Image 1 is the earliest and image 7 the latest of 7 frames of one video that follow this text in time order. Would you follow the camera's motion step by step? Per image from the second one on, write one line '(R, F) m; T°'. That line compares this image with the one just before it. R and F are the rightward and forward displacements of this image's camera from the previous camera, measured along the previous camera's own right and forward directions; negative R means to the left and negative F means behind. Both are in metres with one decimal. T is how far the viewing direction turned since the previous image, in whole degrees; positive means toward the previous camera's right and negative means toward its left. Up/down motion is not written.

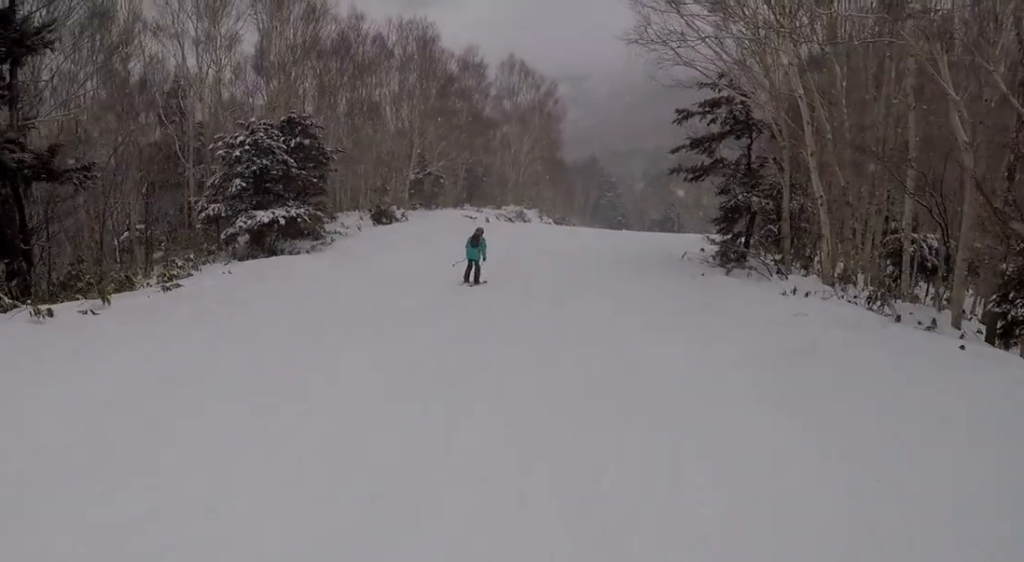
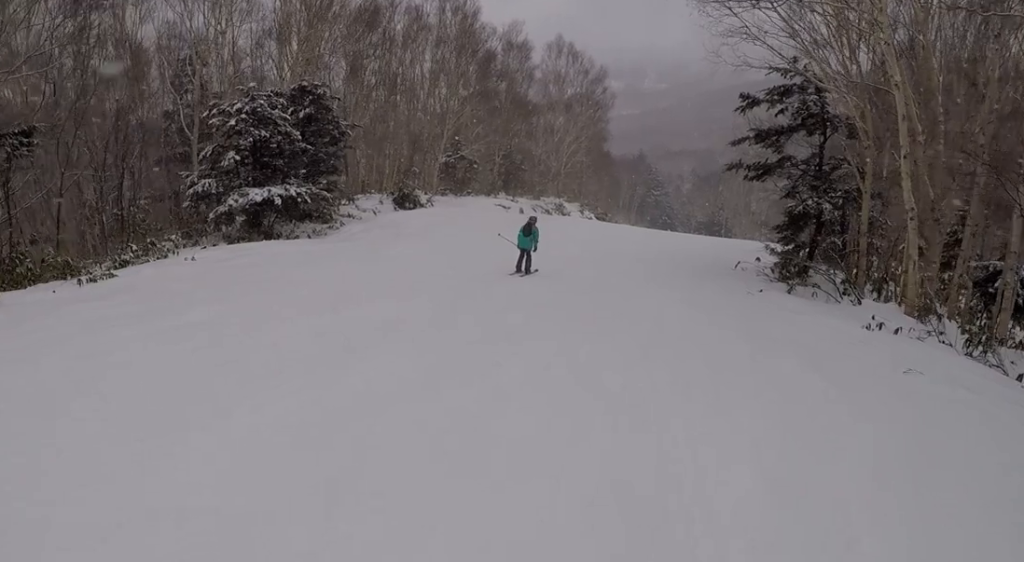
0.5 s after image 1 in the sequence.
(-0.3, +3.4) m; -4°
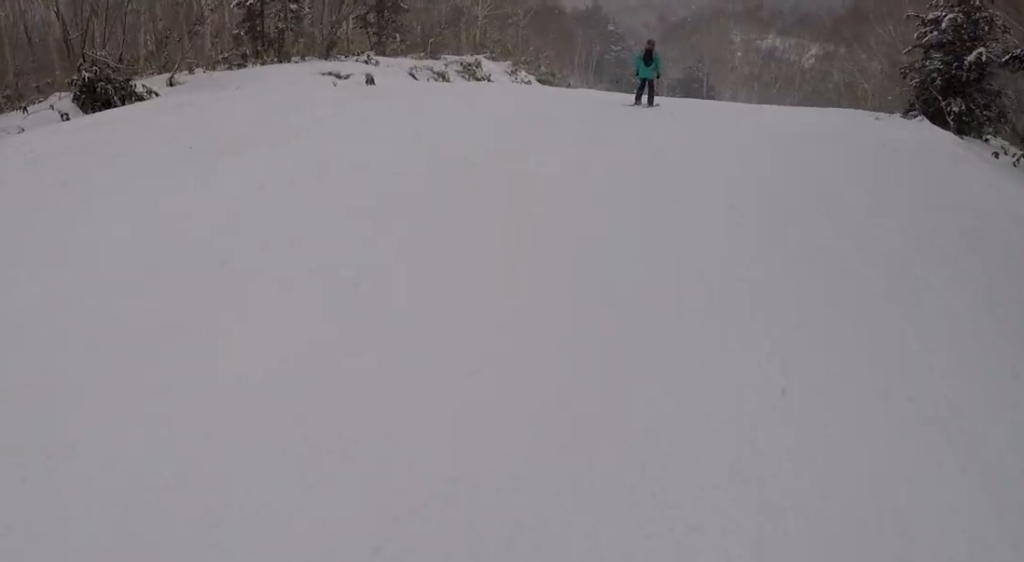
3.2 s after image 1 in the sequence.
(+1.1, +20.5) m; +8°
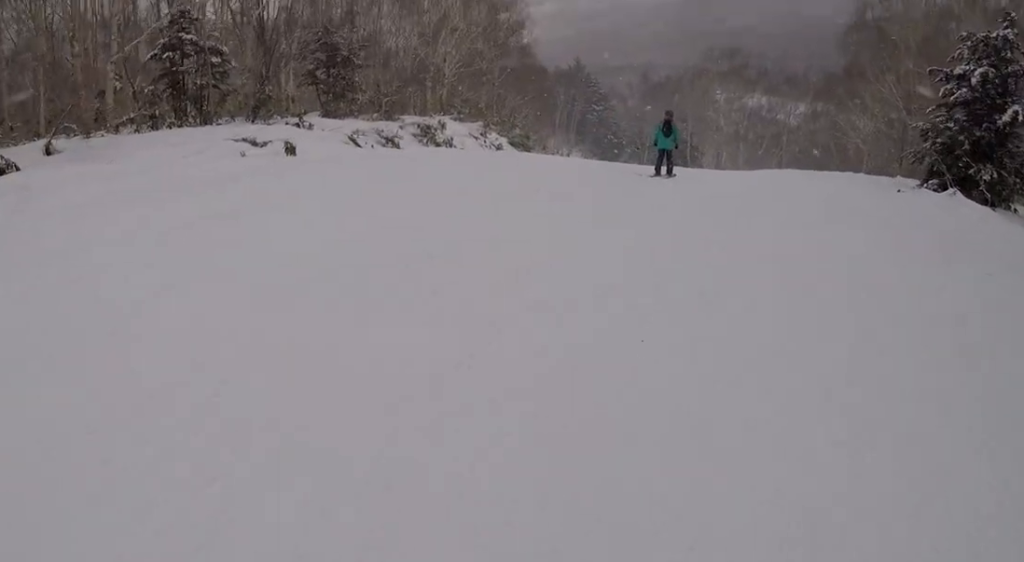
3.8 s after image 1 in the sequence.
(-0.7, +4.3) m; -1°
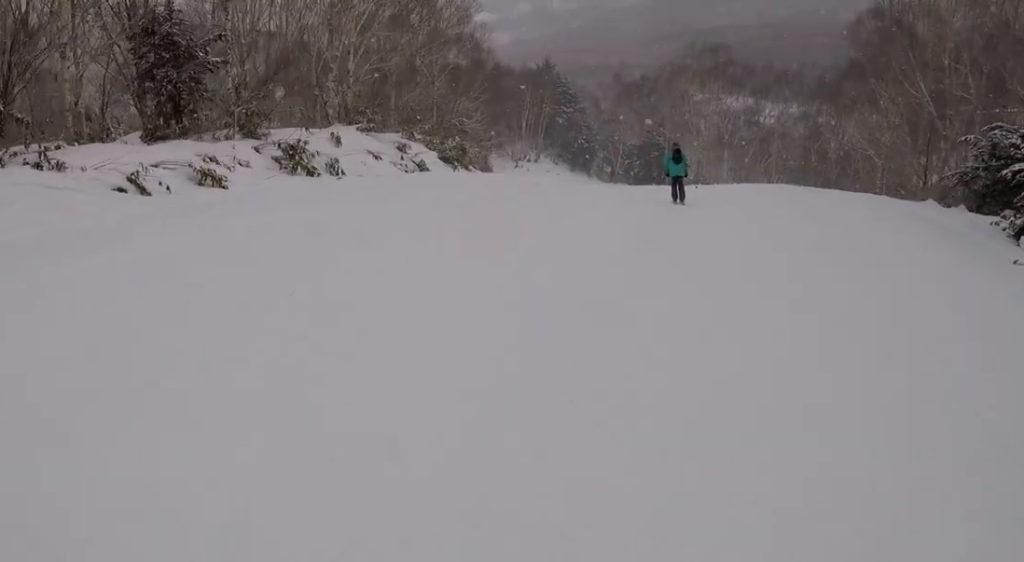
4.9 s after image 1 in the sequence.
(+0.3, +9.2) m; -2°
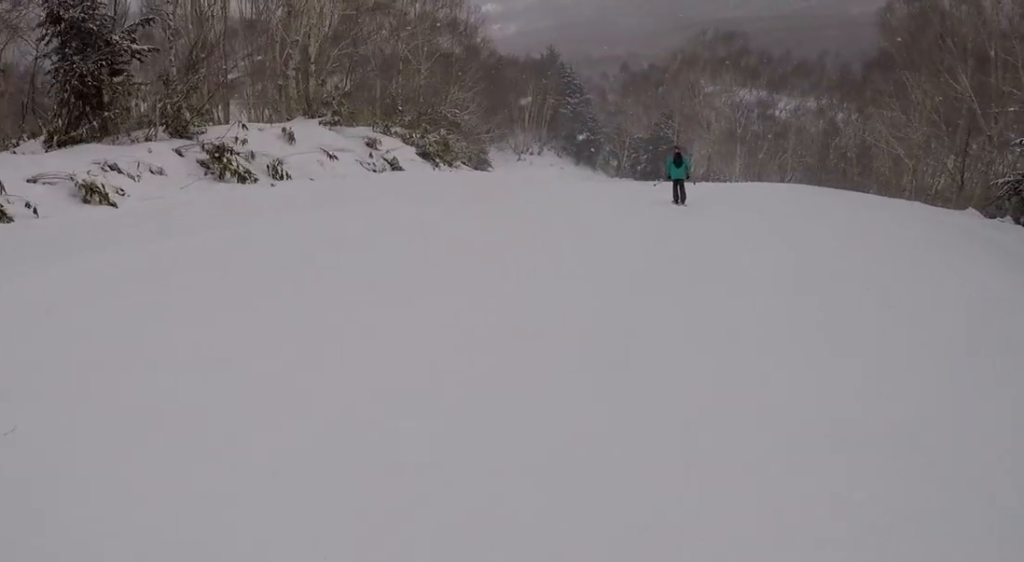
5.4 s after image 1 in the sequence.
(-0.1, +4.0) m; -2°
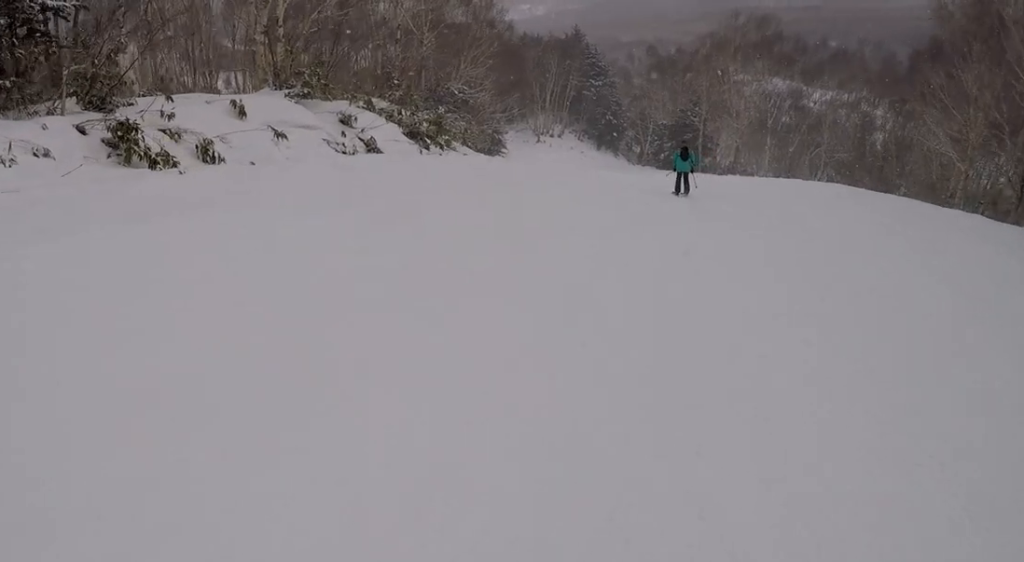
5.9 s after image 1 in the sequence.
(-0.5, +4.2) m; -4°
